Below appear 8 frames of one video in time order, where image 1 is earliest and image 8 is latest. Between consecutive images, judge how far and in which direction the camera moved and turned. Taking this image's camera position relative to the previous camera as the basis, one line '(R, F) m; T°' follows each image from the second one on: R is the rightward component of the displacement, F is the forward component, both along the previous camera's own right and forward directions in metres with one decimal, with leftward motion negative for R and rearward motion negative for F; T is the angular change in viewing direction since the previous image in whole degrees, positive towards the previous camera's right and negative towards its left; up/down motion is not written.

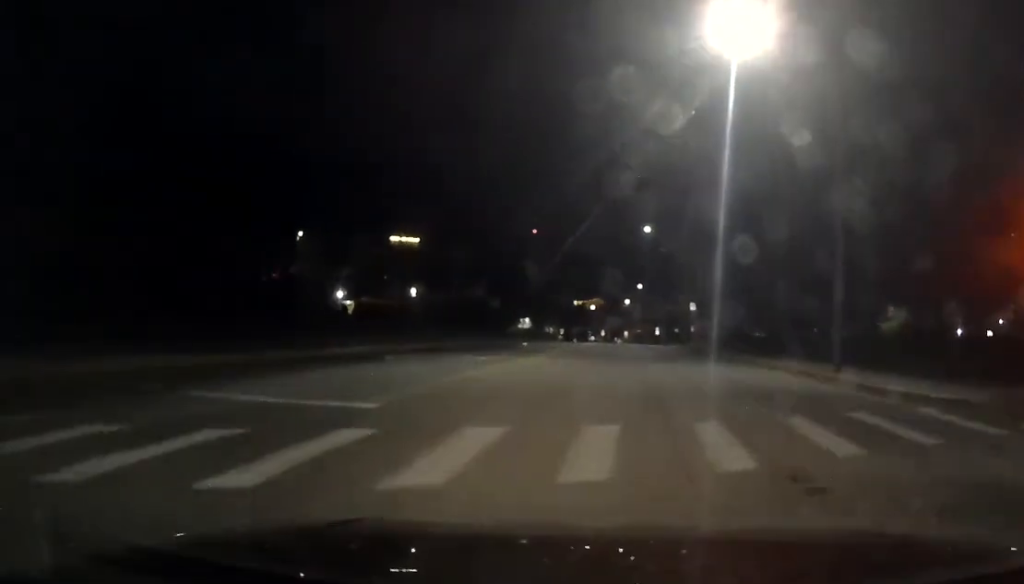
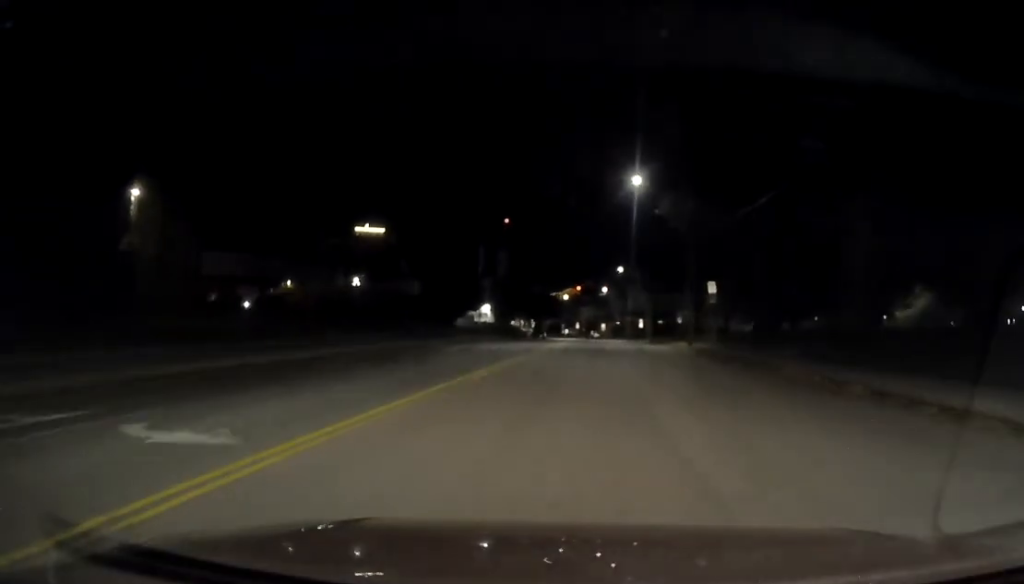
(+1.2, +16.3) m; +5°
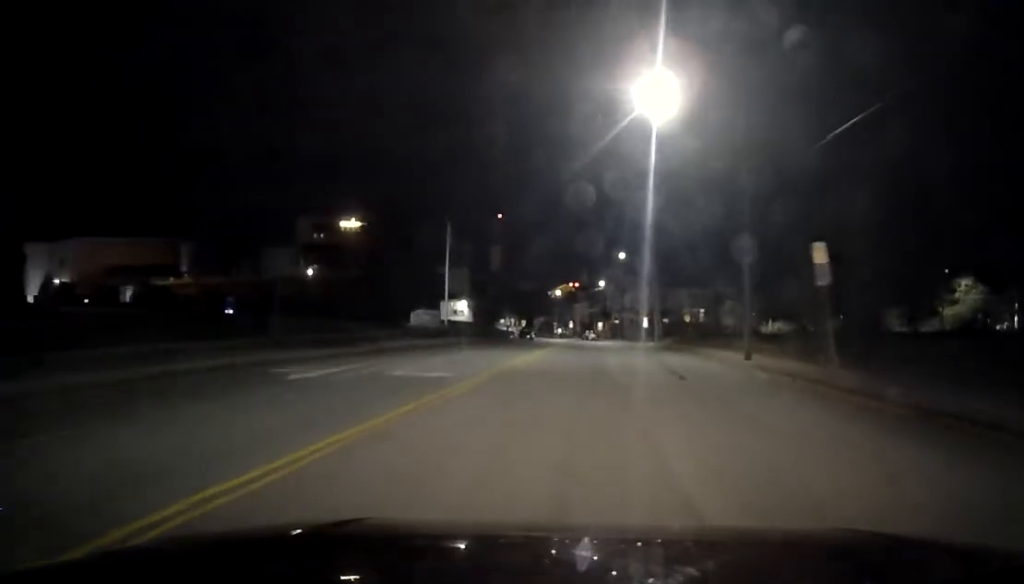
(+0.2, +15.5) m; +1°
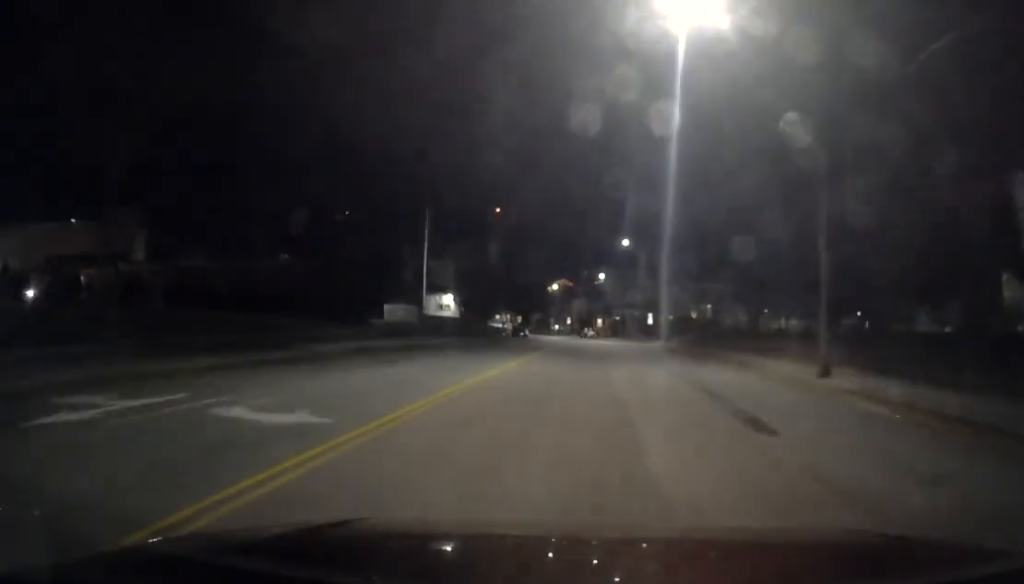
(0.0, +6.9) m; 0°
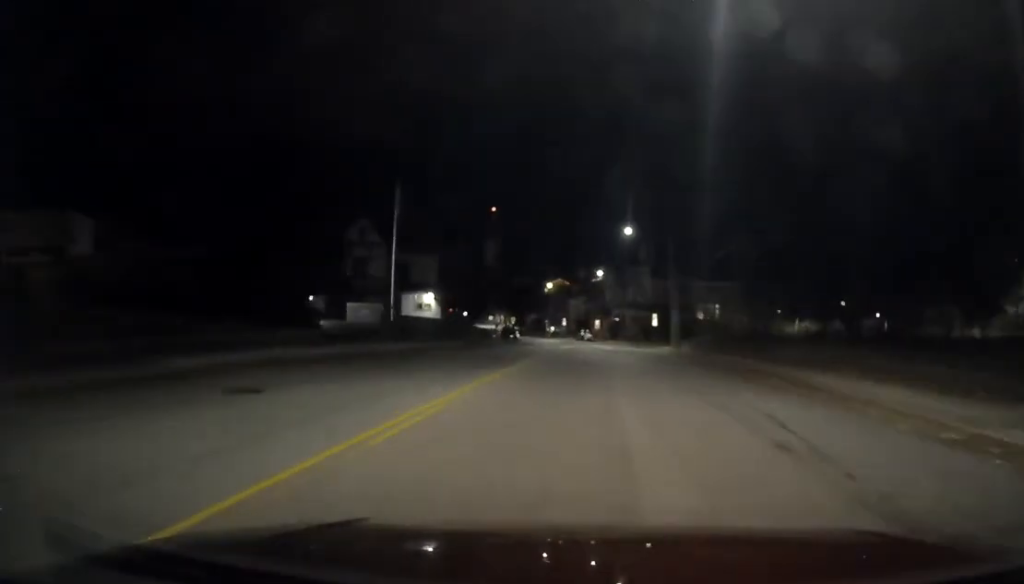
(0.0, +7.8) m; 0°
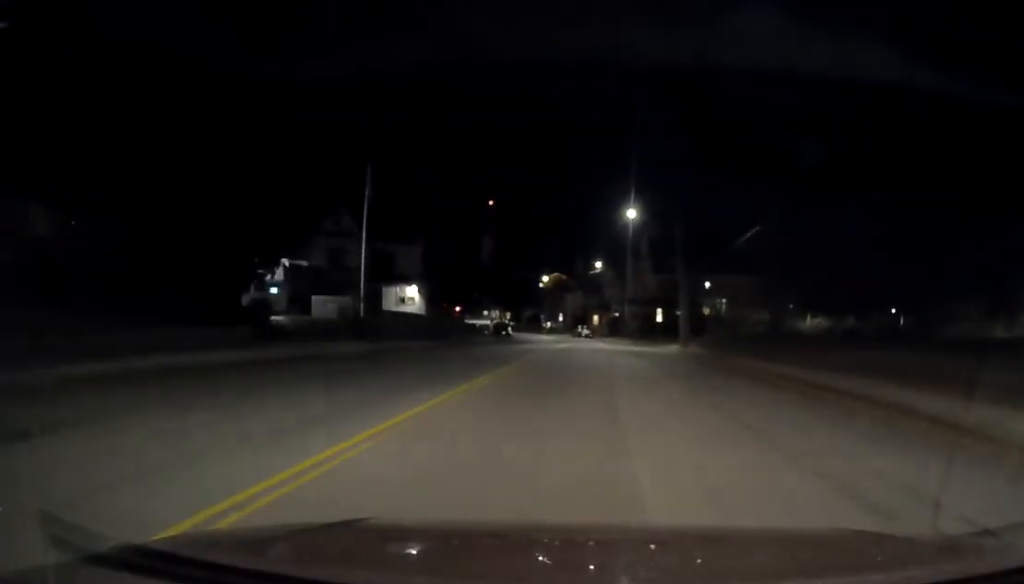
(0.0, +5.5) m; 0°
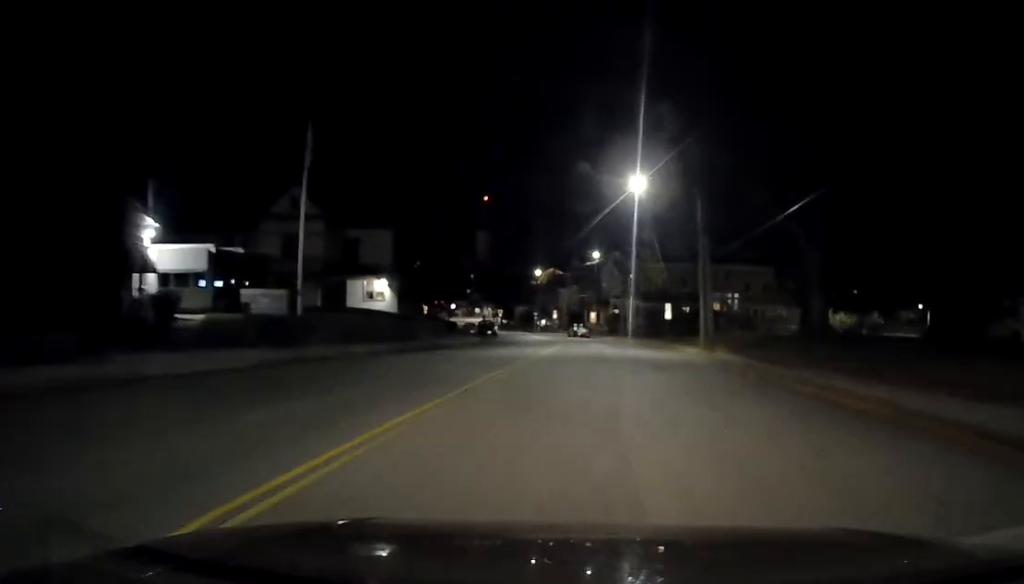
(0.0, +9.0) m; 0°
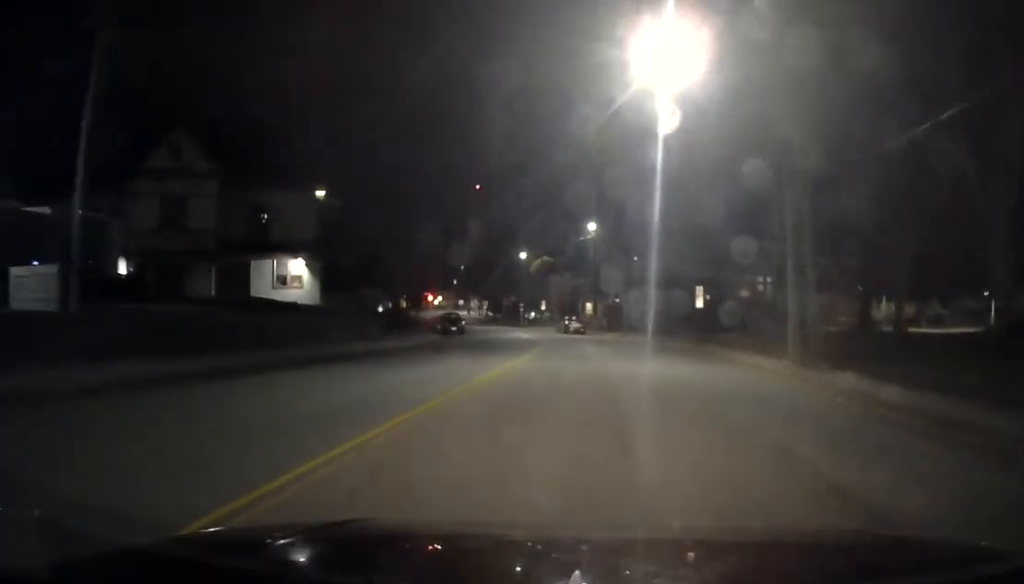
(0.0, +14.9) m; 0°
